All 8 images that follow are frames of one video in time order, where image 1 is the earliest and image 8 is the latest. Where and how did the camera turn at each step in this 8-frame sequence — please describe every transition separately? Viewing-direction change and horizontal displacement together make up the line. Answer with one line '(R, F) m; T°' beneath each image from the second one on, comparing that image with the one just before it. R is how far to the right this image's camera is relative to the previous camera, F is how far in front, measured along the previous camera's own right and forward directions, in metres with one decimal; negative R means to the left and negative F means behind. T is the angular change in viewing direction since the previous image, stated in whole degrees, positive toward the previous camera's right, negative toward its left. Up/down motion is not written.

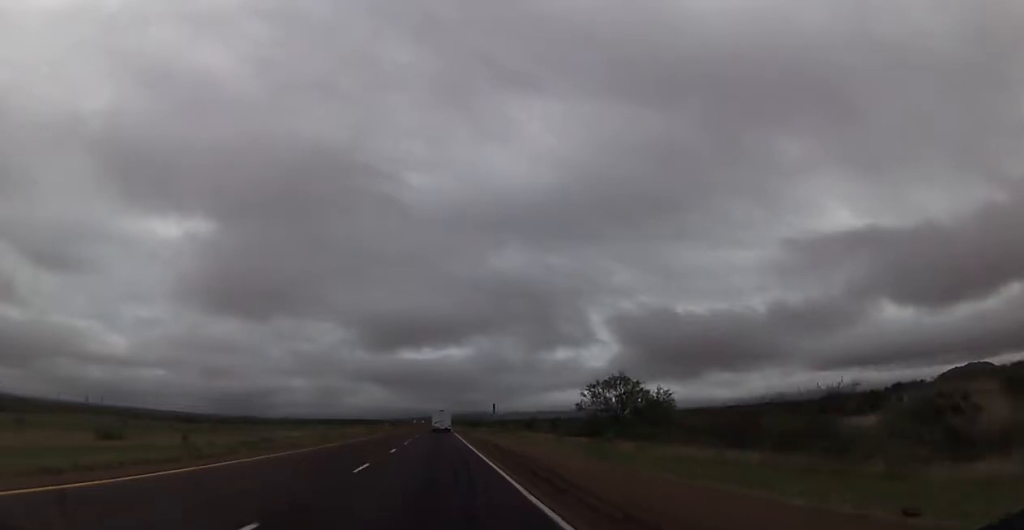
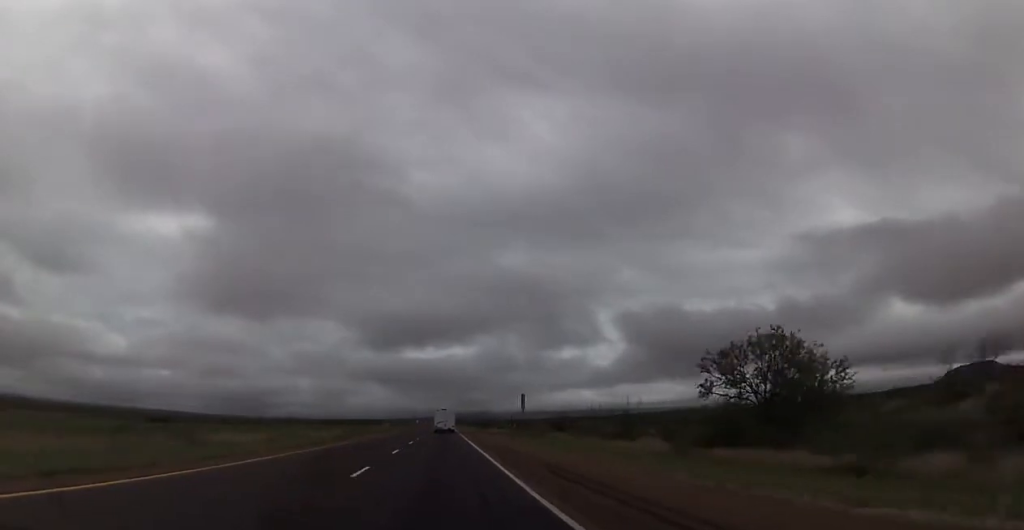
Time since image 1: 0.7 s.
(-0.3, +25.8) m; -1°
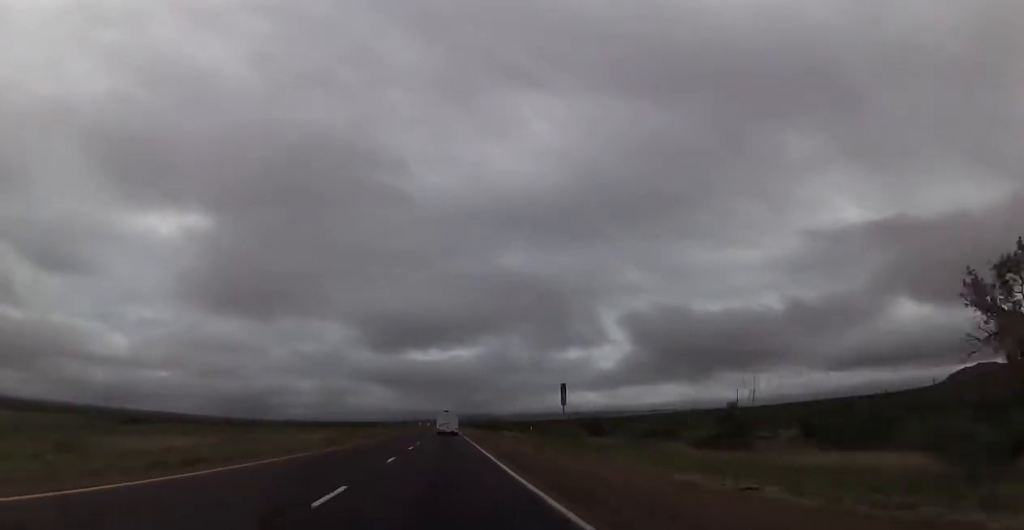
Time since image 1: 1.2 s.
(-0.1, +17.6) m; -1°
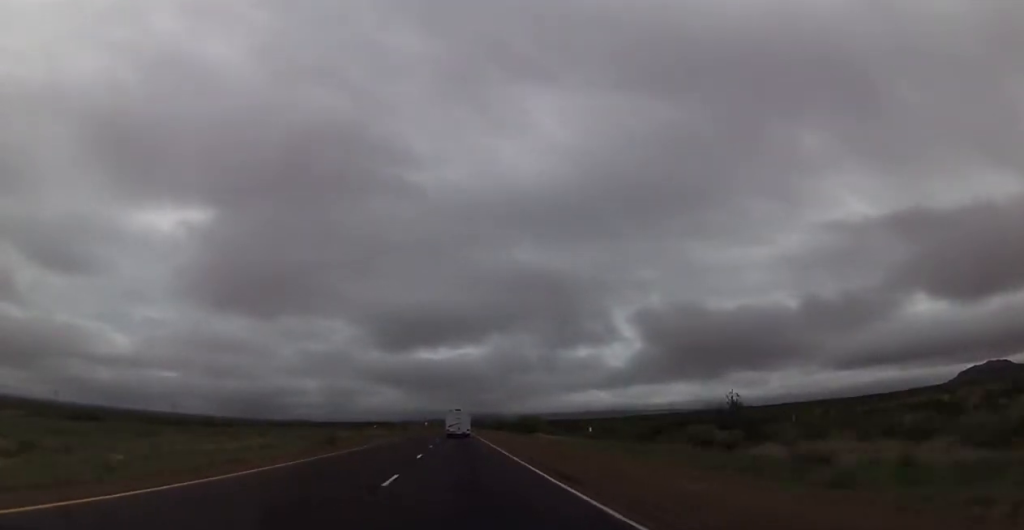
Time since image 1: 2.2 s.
(-0.5, +32.8) m; 0°
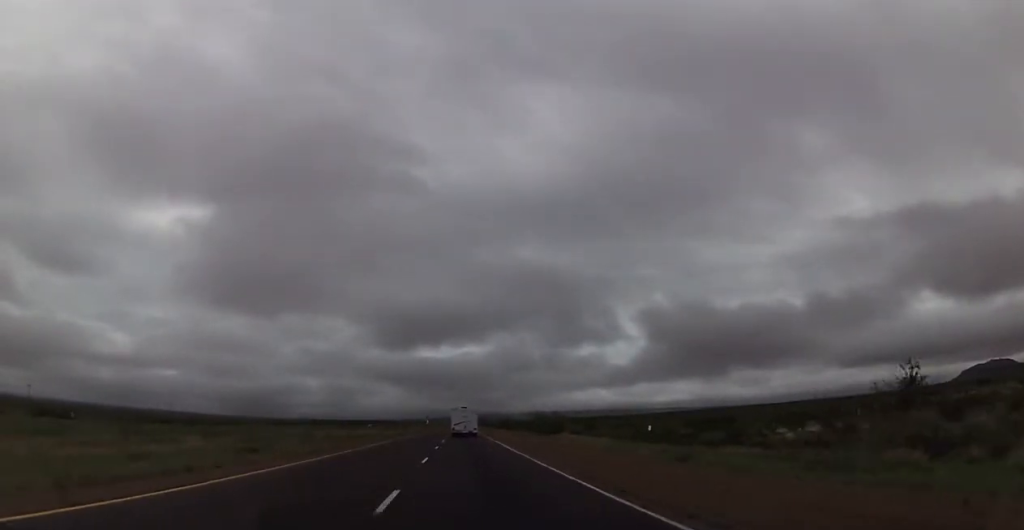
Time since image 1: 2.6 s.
(+0.3, +16.5) m; 0°
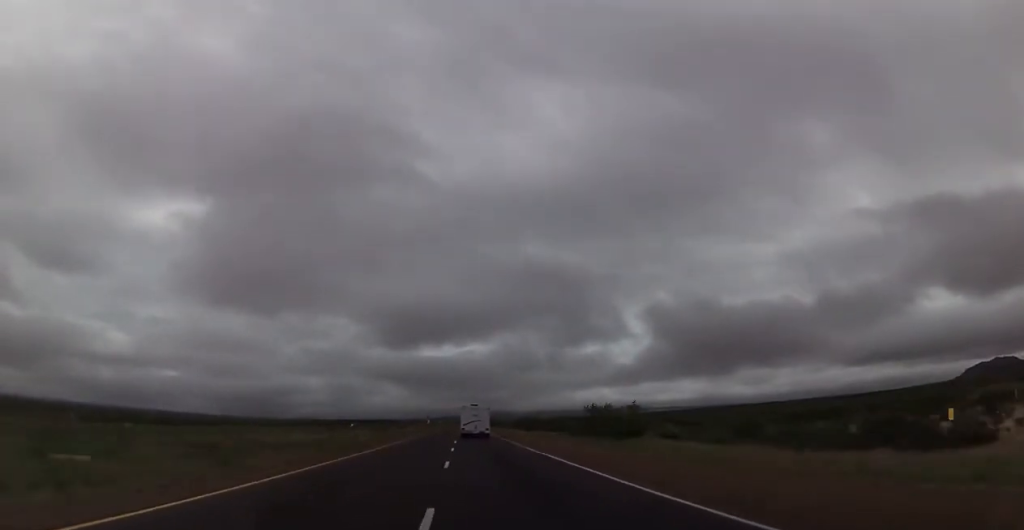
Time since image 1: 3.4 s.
(+0.1, +27.1) m; 0°
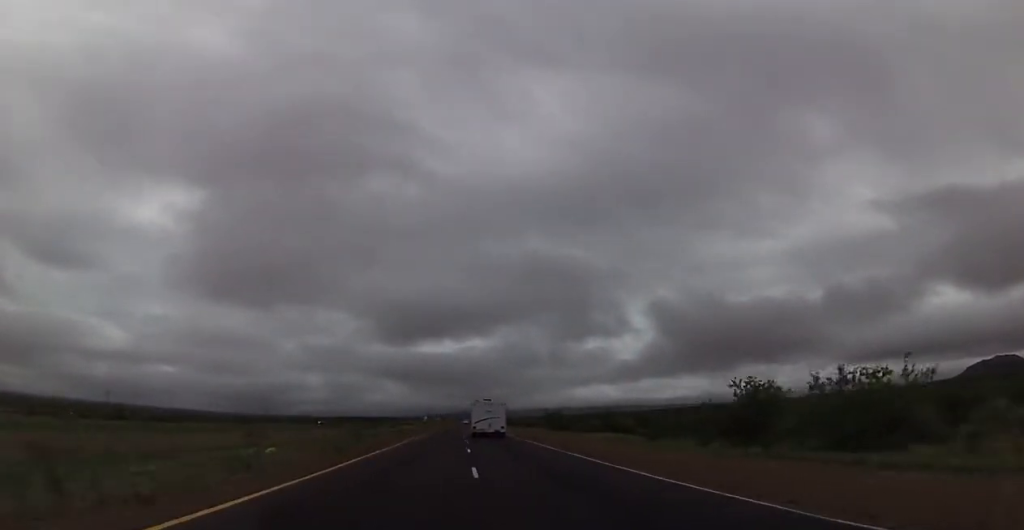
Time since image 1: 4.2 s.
(-0.3, +28.2) m; -1°
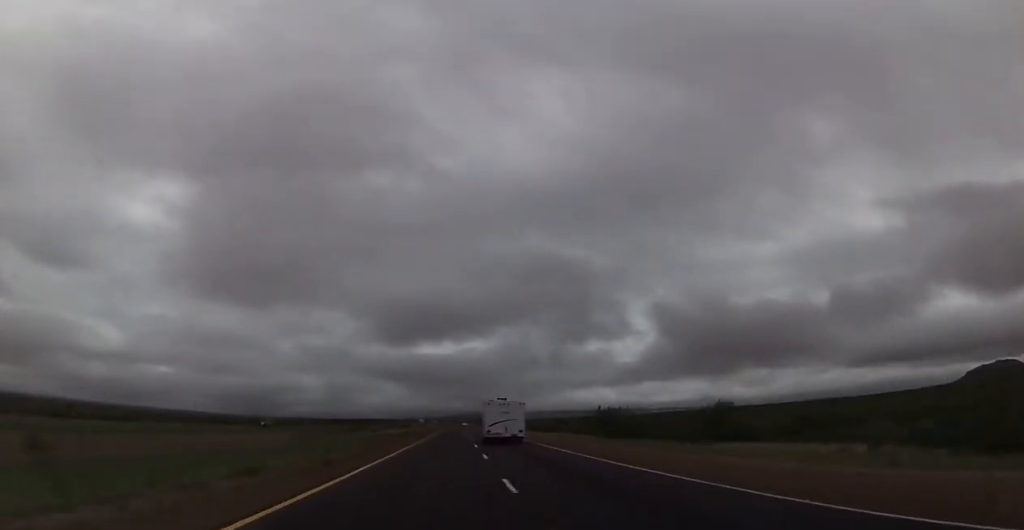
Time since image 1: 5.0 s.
(0.0, +27.0) m; 0°
